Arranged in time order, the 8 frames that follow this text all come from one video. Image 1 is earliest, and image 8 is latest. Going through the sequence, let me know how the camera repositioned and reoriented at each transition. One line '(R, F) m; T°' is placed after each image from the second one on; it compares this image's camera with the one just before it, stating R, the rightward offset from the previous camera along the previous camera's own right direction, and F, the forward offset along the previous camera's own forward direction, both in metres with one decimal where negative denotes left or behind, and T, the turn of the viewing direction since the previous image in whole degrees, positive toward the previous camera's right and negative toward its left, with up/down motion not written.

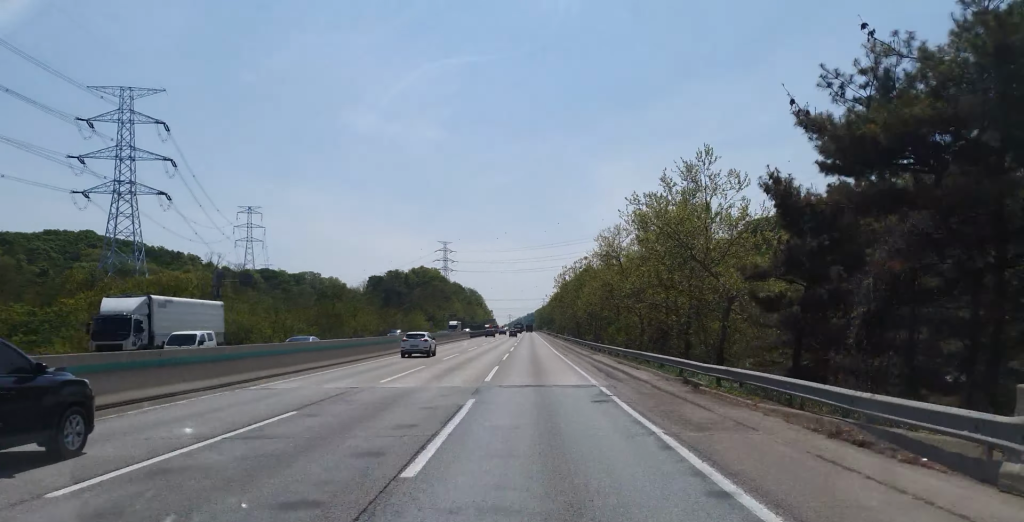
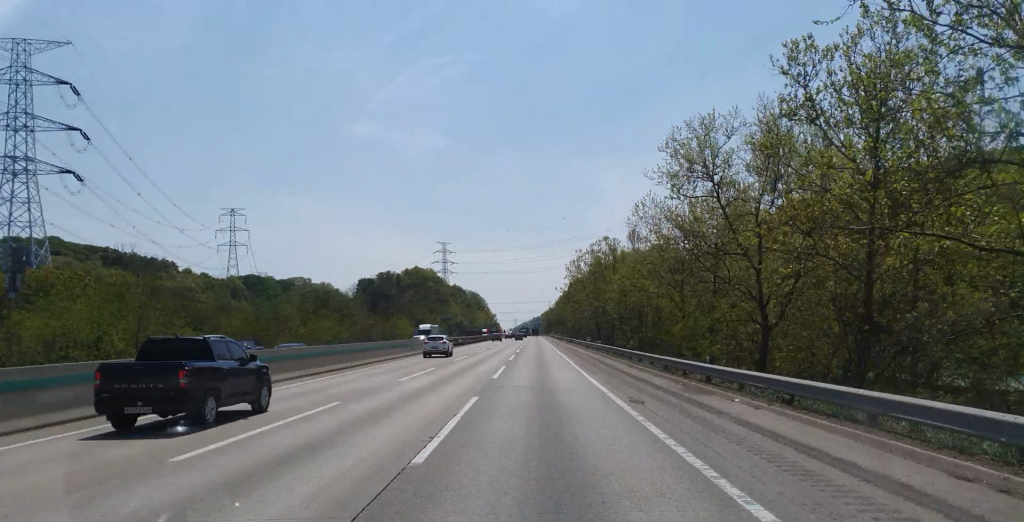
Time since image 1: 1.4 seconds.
(-0.7, +36.2) m; -1°
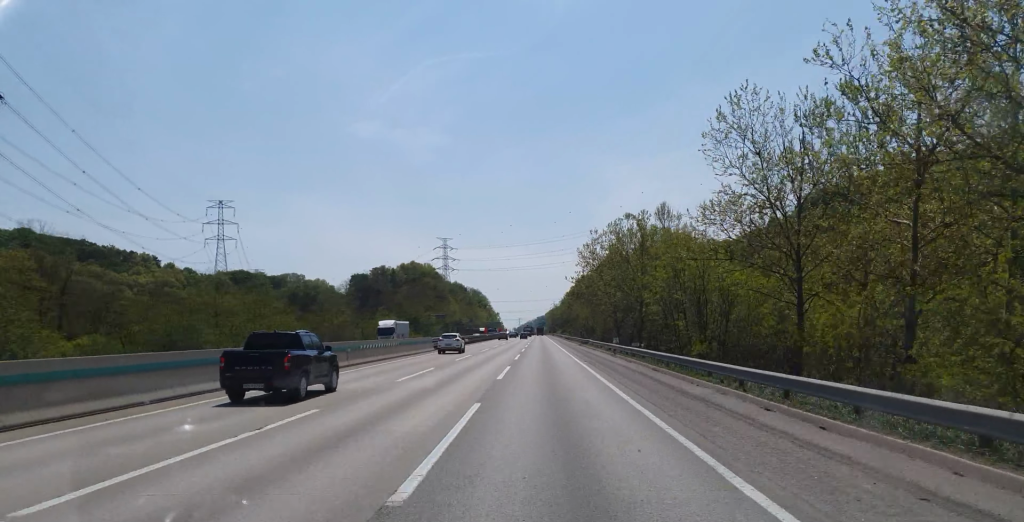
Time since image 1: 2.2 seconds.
(+0.3, +22.1) m; 0°
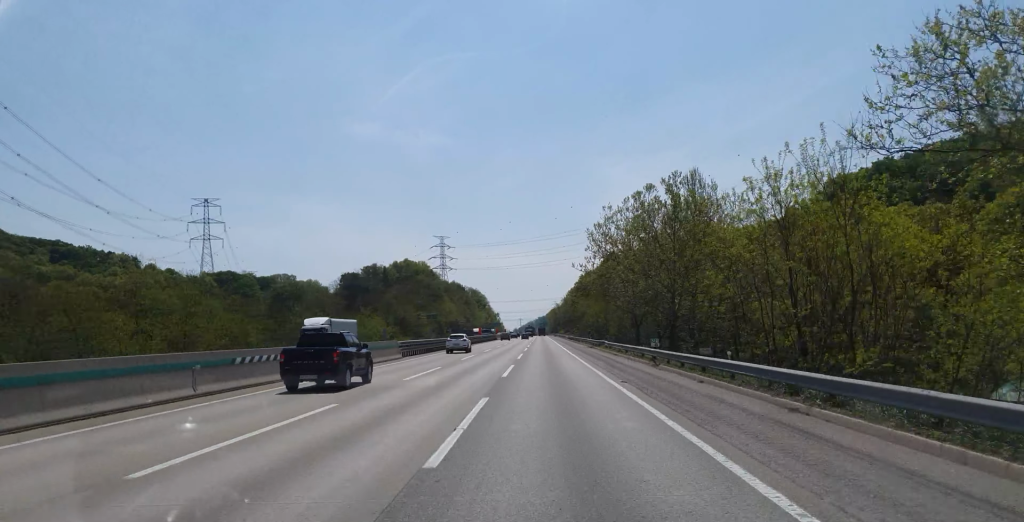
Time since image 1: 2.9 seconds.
(-0.1, +18.6) m; 0°
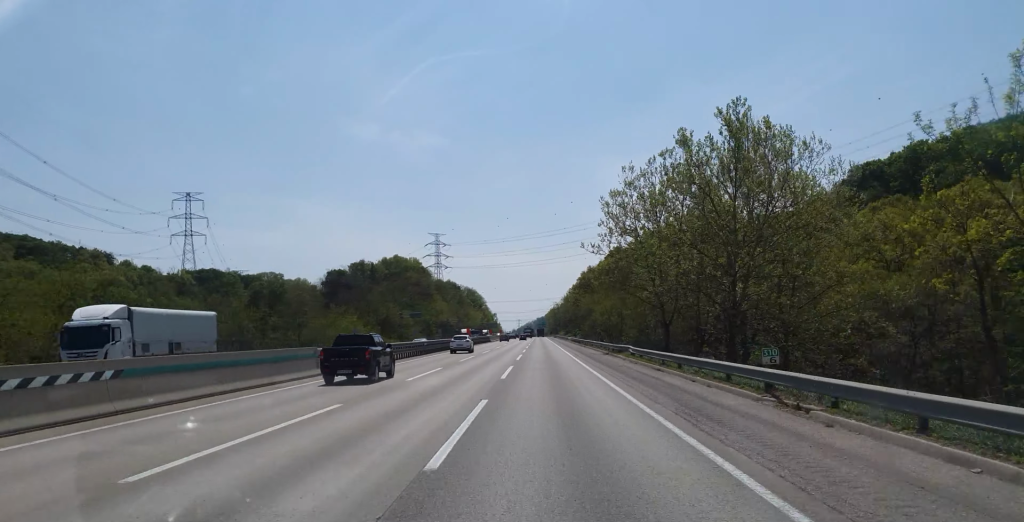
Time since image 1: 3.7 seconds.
(-0.1, +20.6) m; 0°
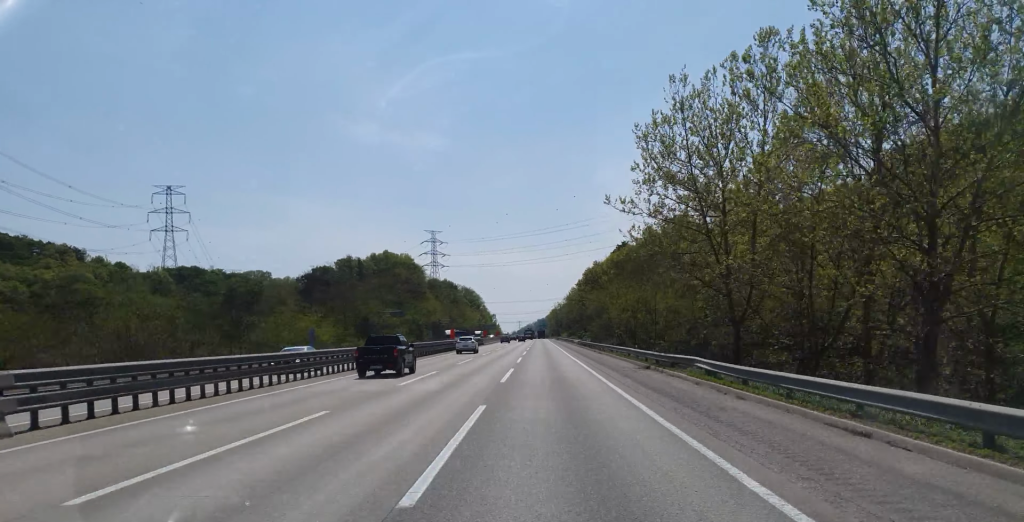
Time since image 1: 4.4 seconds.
(+0.1, +20.8) m; 0°
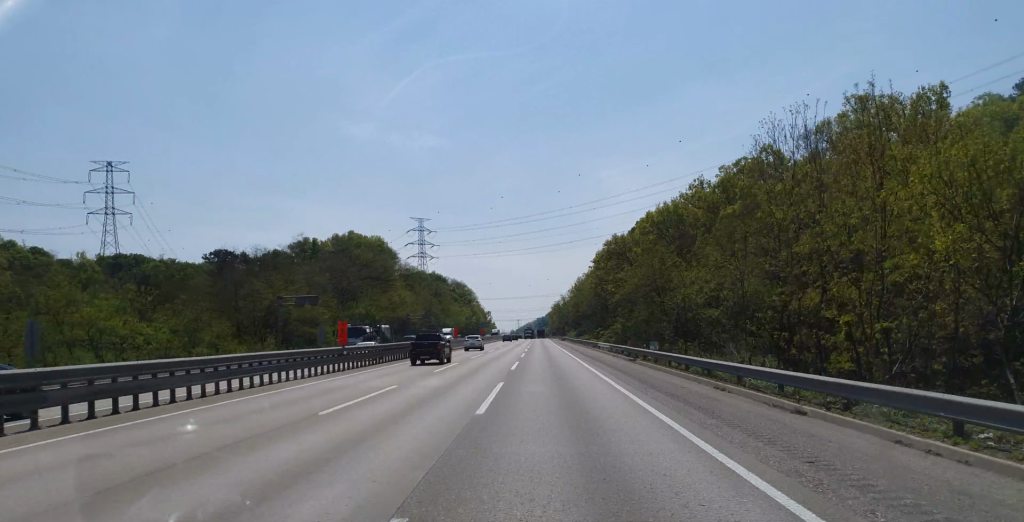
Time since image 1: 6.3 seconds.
(0.0, +51.2) m; -1°
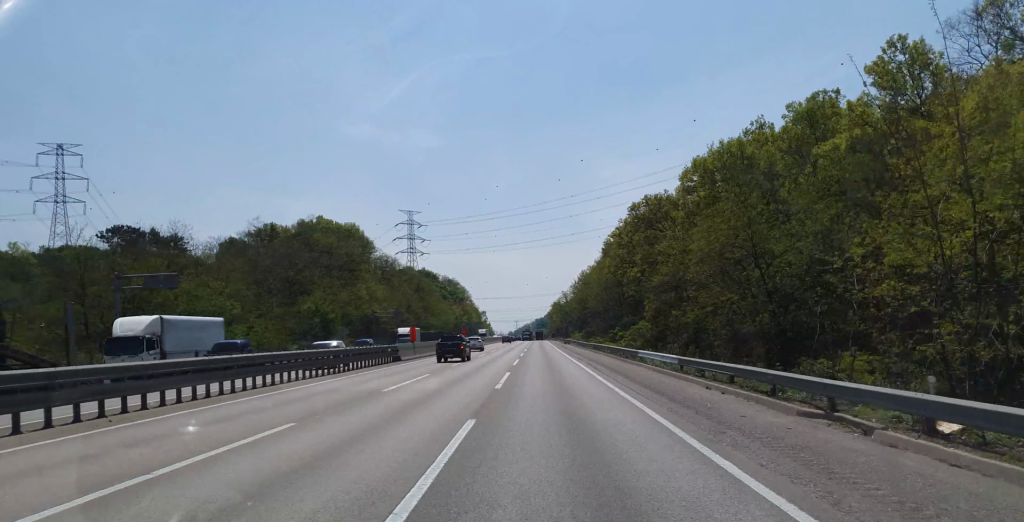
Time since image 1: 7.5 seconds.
(-0.4, +32.3) m; 0°
